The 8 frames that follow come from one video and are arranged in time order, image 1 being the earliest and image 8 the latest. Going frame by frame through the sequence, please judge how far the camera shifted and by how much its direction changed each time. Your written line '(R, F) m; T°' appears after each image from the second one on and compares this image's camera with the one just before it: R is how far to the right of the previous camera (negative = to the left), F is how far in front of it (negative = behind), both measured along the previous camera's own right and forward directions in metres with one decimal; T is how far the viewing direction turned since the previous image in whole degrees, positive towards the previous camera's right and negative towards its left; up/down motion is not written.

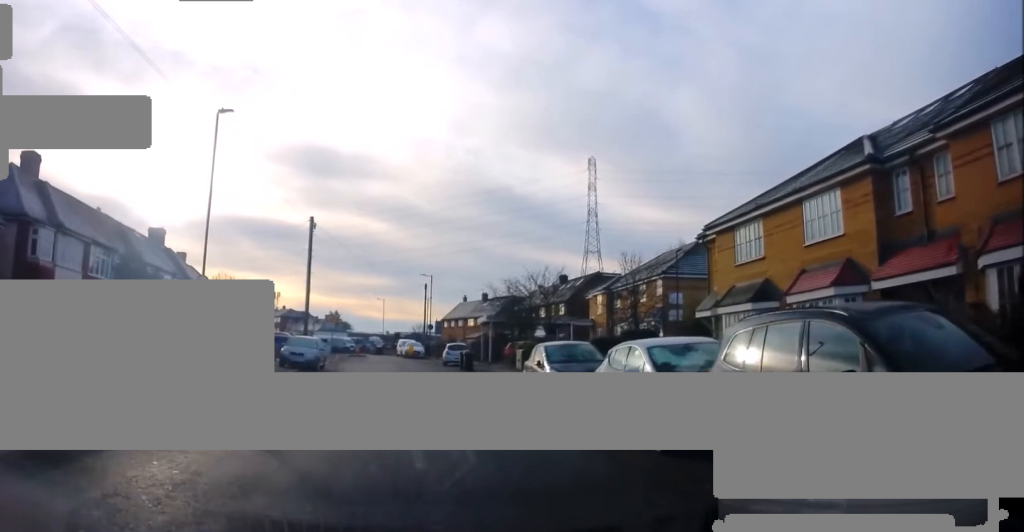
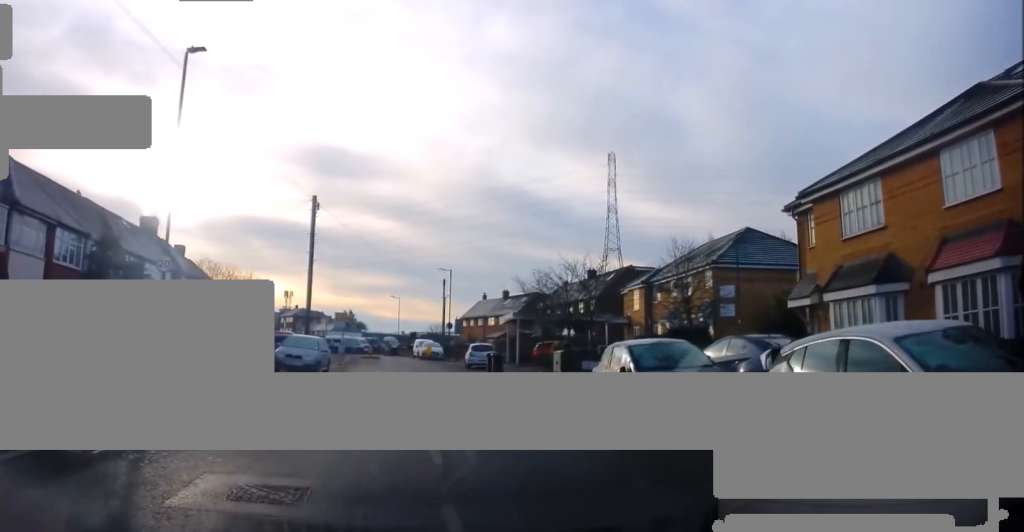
(-0.1, +4.8) m; -1°
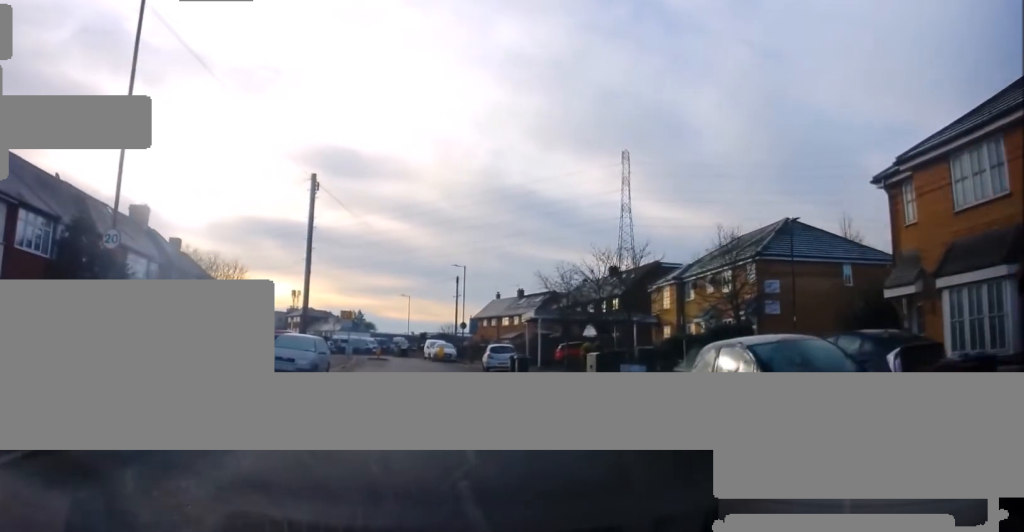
(-0.2, +3.5) m; 0°
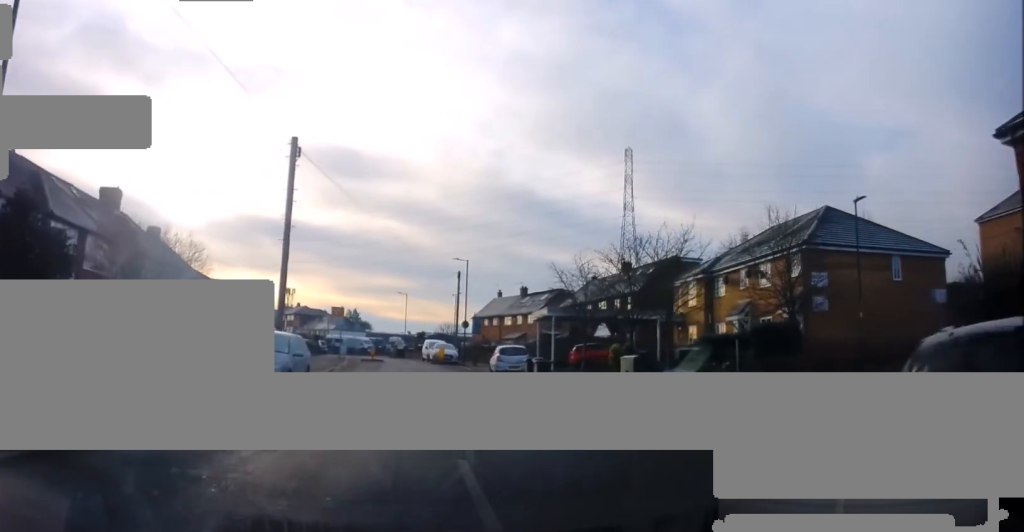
(+0.1, +4.4) m; 0°
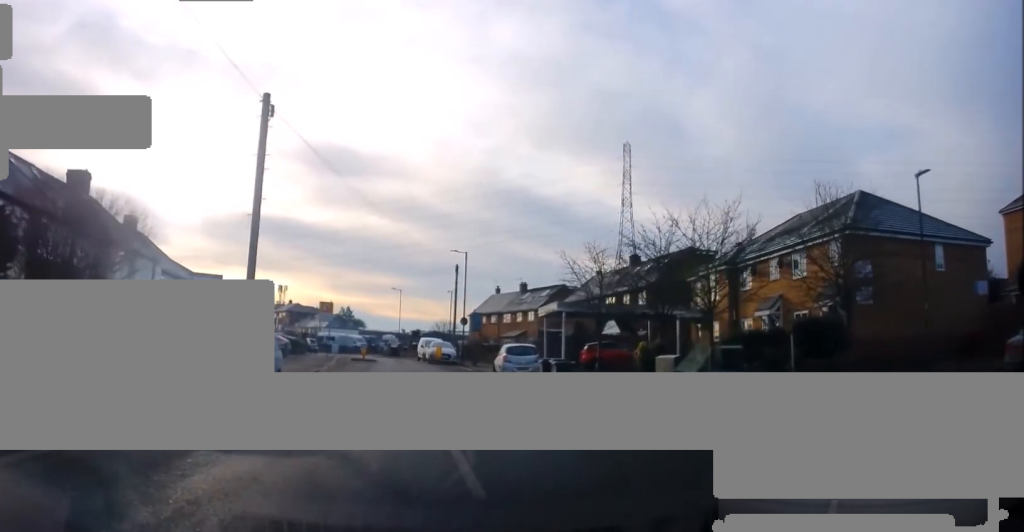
(+0.2, +3.8) m; 0°
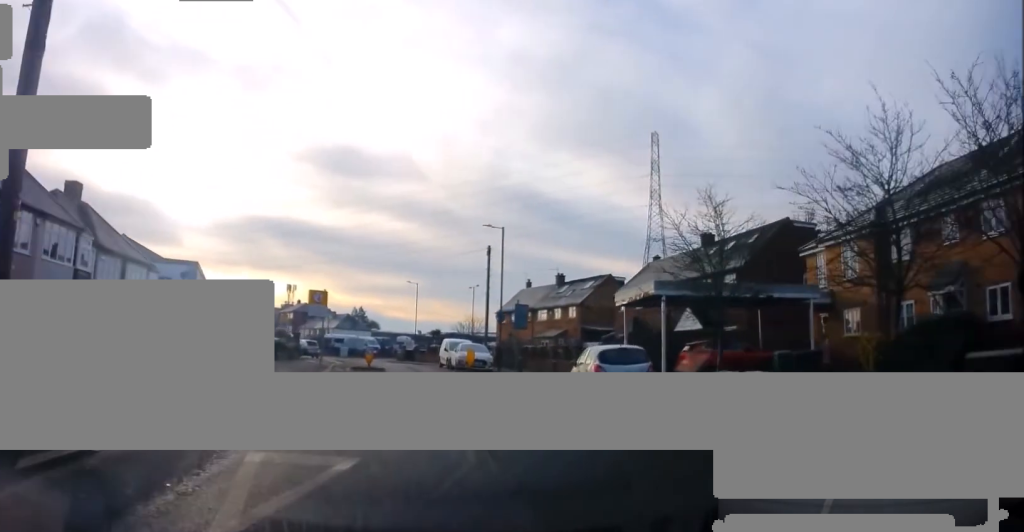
(-0.7, +10.7) m; -3°
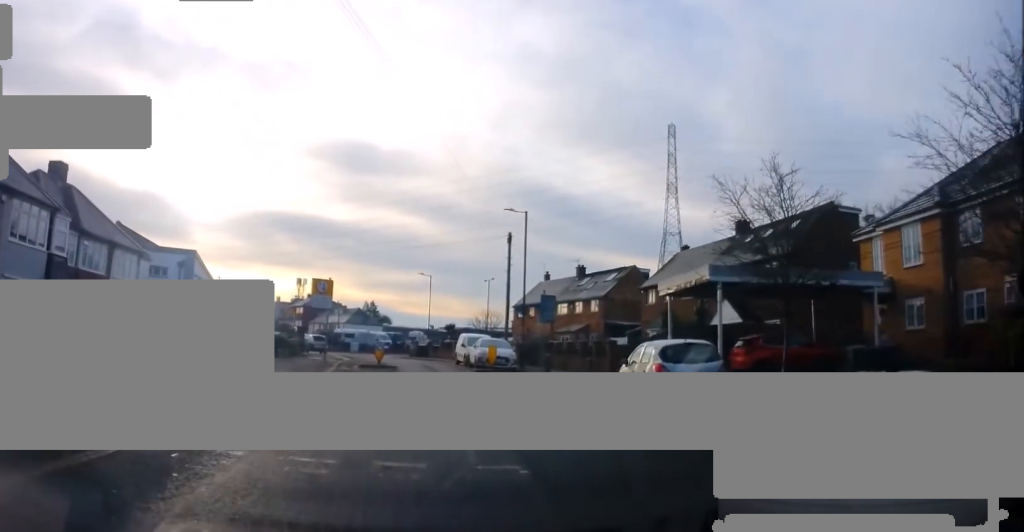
(-0.1, +3.4) m; +1°
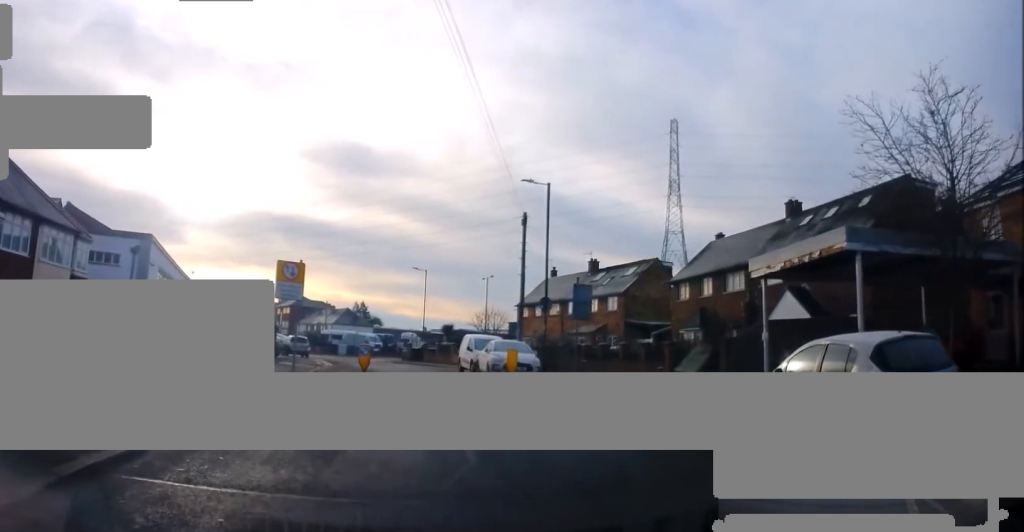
(+0.4, +6.8) m; +3°
